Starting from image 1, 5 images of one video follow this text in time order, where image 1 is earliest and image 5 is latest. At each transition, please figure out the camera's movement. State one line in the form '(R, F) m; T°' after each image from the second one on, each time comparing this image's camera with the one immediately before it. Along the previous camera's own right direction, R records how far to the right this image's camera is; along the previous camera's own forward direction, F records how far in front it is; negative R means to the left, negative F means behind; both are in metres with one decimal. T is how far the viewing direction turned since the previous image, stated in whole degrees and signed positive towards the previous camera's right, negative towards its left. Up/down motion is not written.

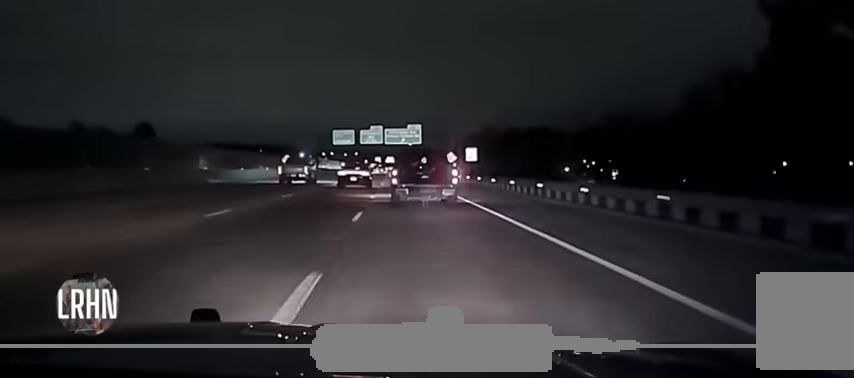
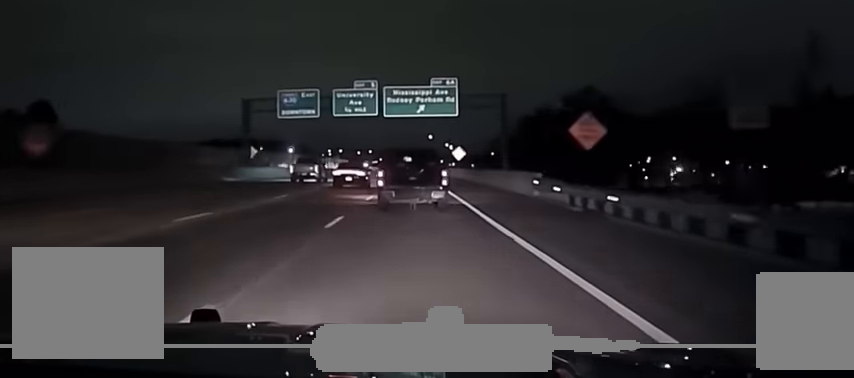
(-1.0, +73.9) m; -2°
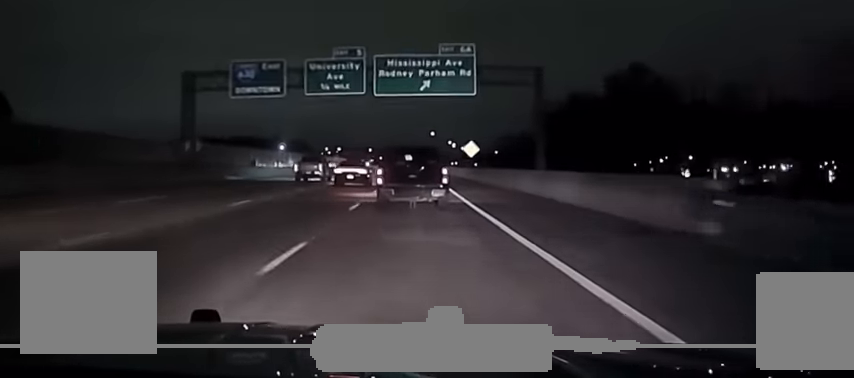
(-0.1, +19.8) m; 0°
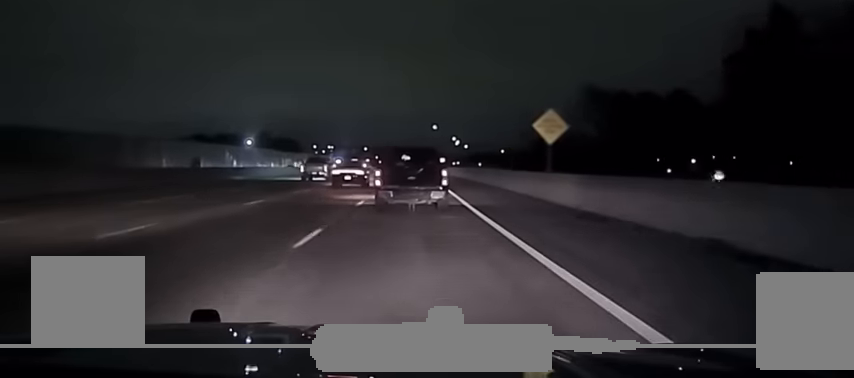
(+0.5, +46.0) m; +1°
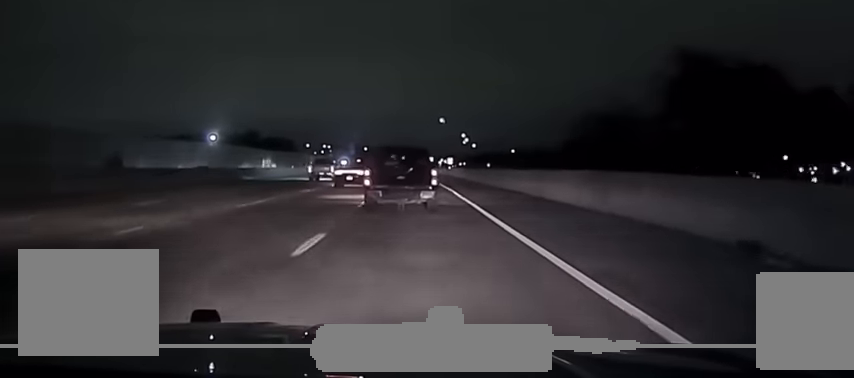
(-0.2, +38.0) m; -1°
